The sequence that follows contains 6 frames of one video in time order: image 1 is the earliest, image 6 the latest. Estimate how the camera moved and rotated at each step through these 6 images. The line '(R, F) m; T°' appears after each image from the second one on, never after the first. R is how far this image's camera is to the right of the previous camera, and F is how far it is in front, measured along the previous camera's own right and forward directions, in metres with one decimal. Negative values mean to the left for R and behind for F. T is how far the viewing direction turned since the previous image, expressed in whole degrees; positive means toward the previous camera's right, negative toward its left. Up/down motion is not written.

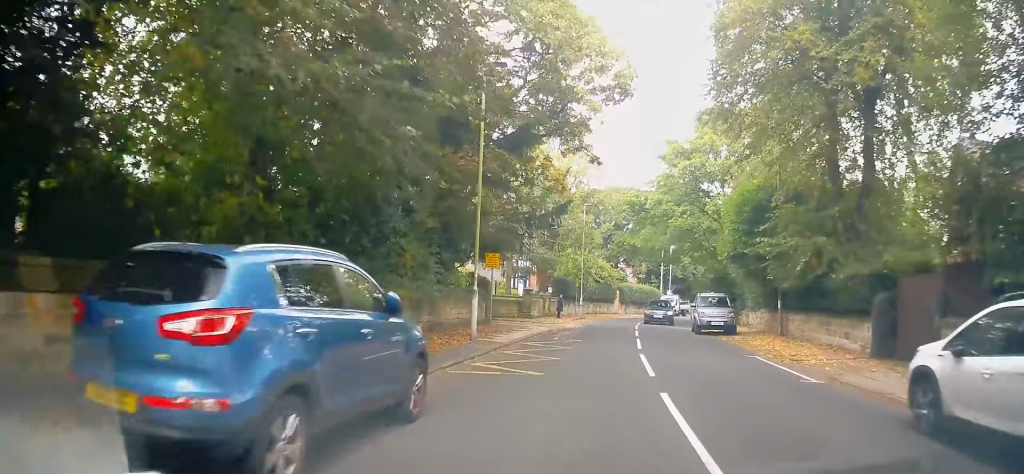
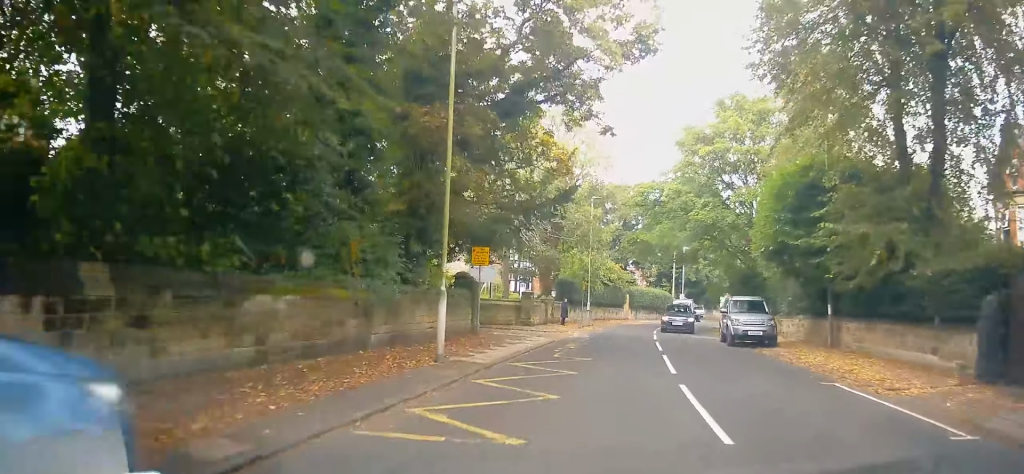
(+0.2, +4.9) m; +1°
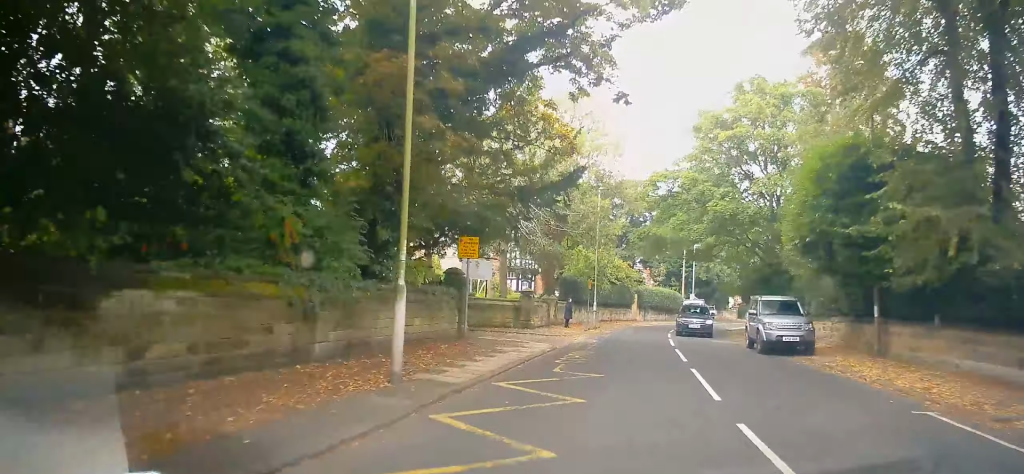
(-0.1, +3.3) m; -2°
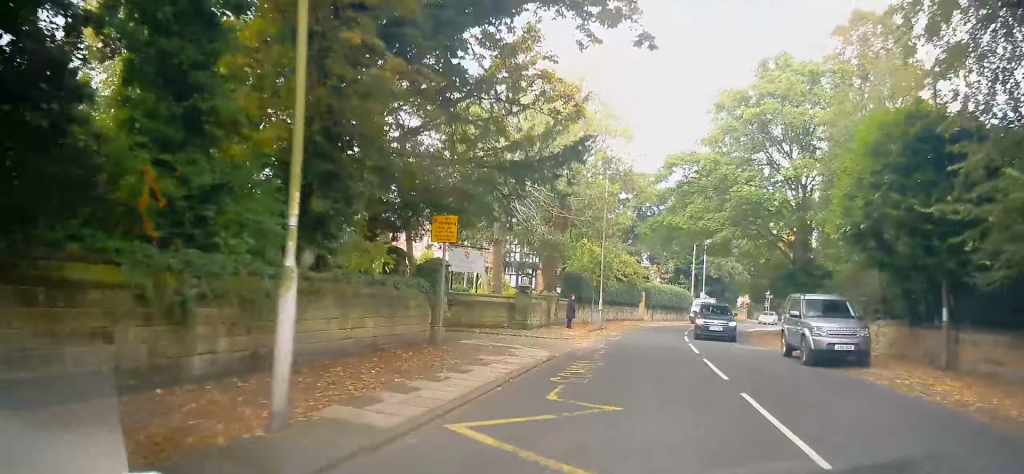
(0.0, +3.8) m; -2°
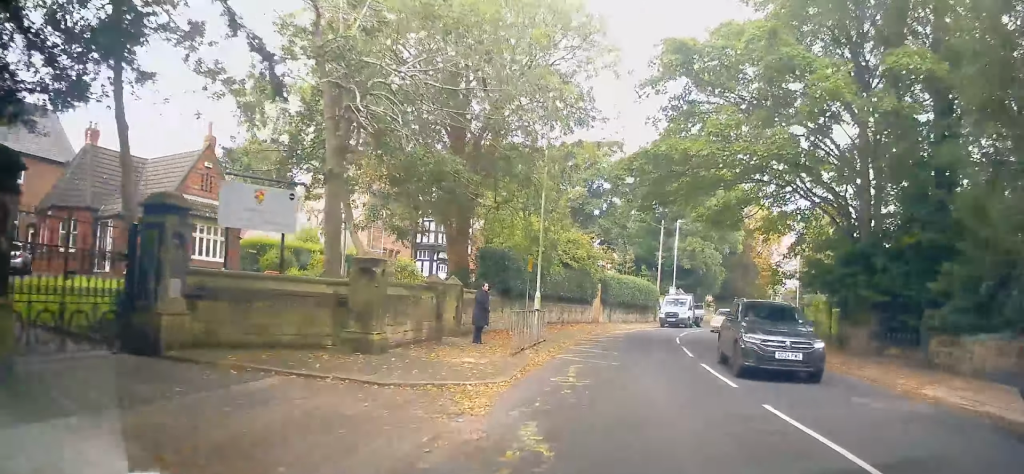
(-0.1, +13.4) m; -1°
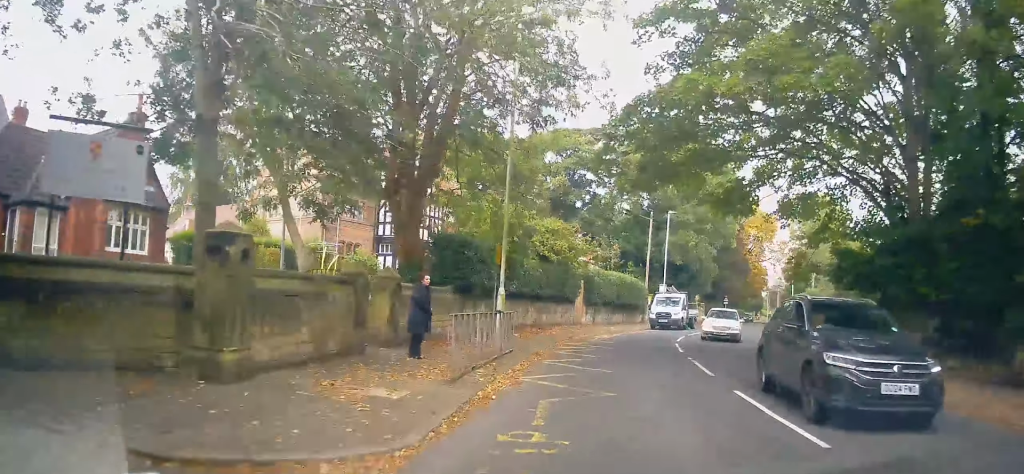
(-0.1, +4.4) m; +1°
